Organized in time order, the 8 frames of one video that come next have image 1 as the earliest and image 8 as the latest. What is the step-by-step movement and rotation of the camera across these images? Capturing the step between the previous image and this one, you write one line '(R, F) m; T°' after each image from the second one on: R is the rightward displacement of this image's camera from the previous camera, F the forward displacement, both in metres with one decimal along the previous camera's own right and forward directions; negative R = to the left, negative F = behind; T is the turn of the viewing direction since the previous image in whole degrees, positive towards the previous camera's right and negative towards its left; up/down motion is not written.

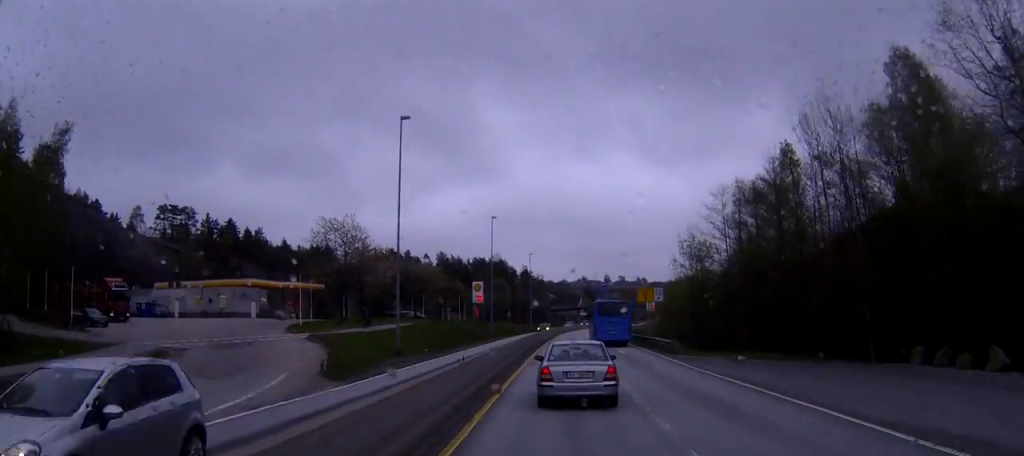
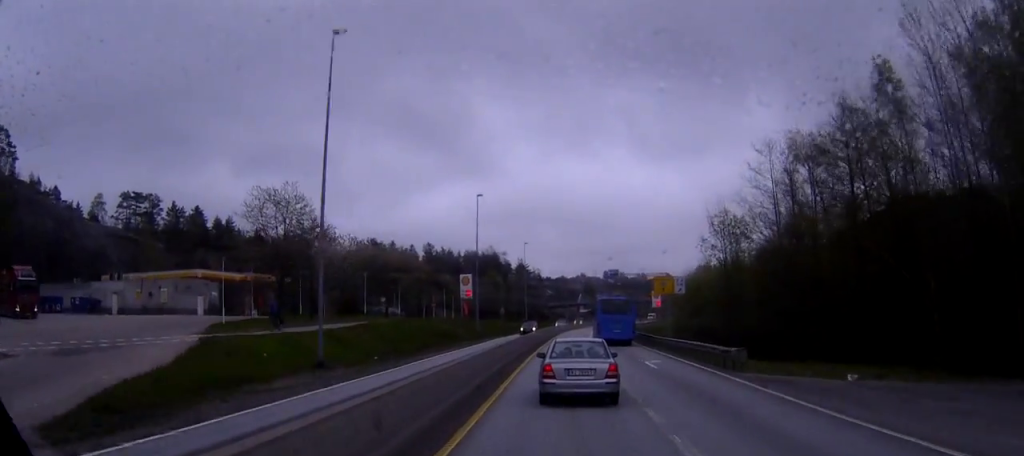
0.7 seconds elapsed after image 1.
(+0.1, +14.4) m; +1°
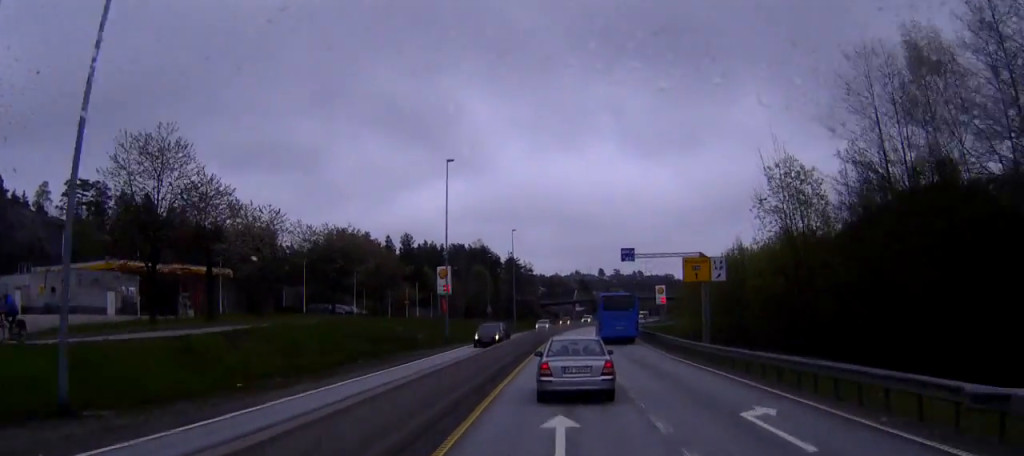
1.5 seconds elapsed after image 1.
(+0.2, +17.0) m; +1°
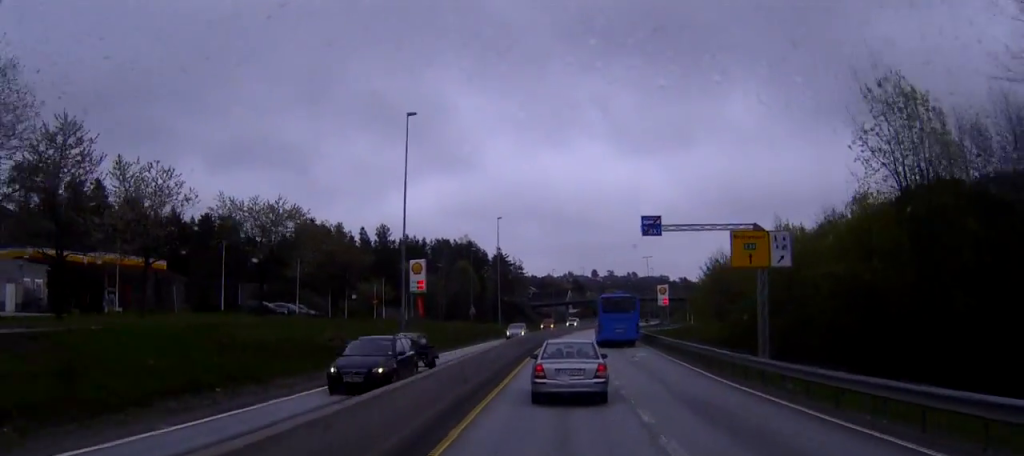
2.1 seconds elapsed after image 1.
(+0.1, +14.0) m; 0°
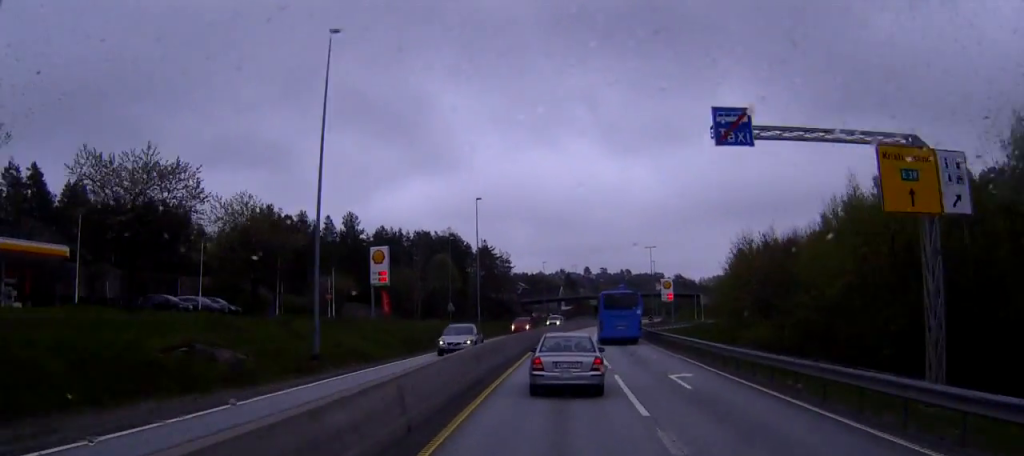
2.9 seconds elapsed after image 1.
(0.0, +15.3) m; 0°
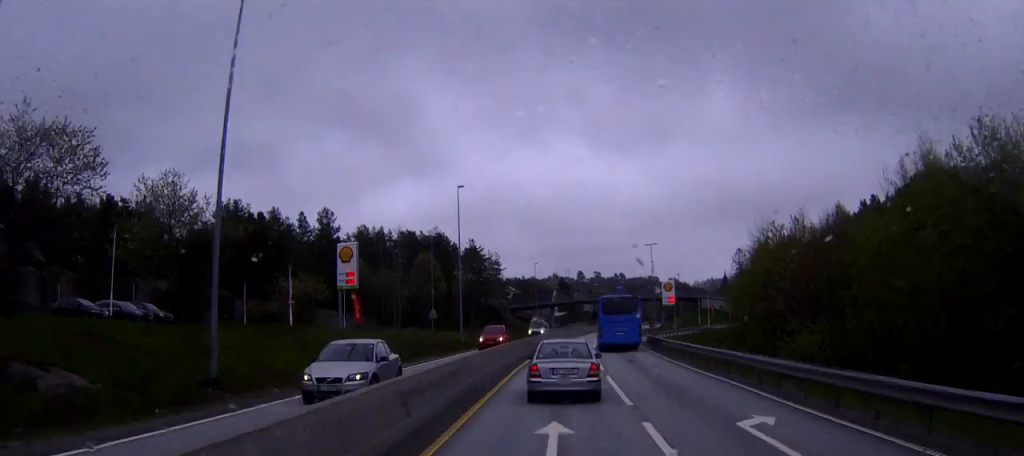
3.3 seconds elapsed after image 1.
(0.0, +9.0) m; 0°
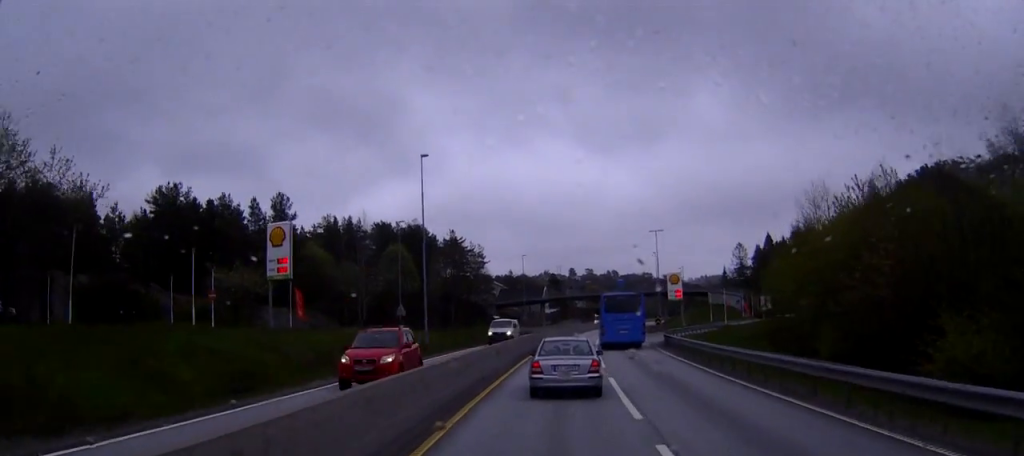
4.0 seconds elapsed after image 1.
(0.0, +14.5) m; +1°
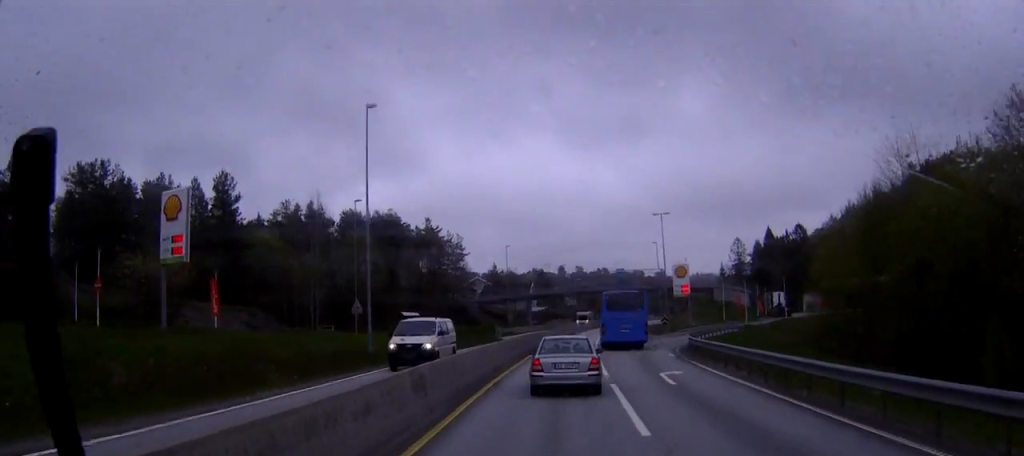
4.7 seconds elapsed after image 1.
(+0.1, +13.7) m; +1°
